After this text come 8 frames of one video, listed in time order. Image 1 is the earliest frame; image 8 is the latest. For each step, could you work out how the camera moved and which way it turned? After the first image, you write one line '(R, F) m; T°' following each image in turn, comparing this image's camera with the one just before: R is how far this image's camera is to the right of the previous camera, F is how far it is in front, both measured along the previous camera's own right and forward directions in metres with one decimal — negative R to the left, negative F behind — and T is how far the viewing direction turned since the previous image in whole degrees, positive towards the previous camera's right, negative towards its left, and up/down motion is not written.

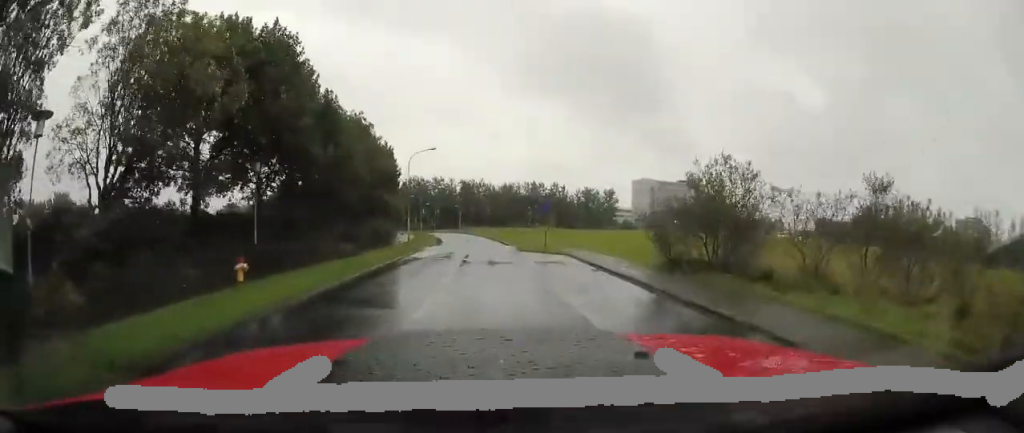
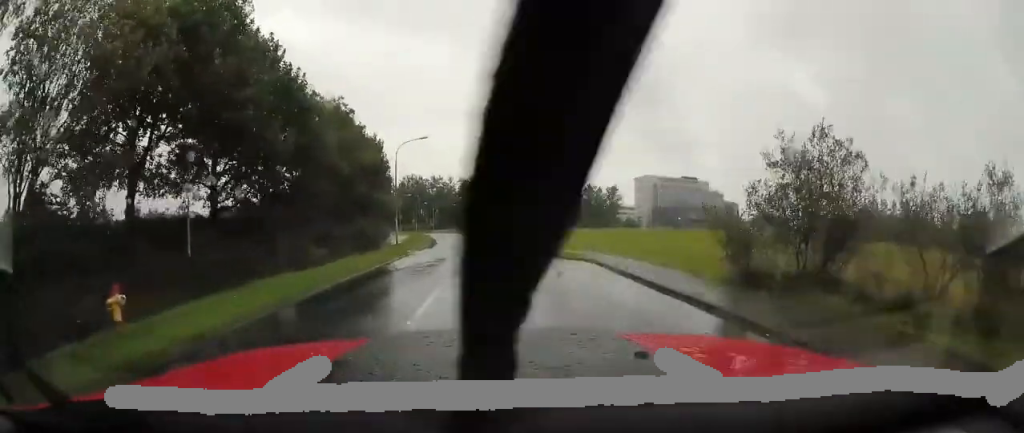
(0.0, +4.9) m; -1°
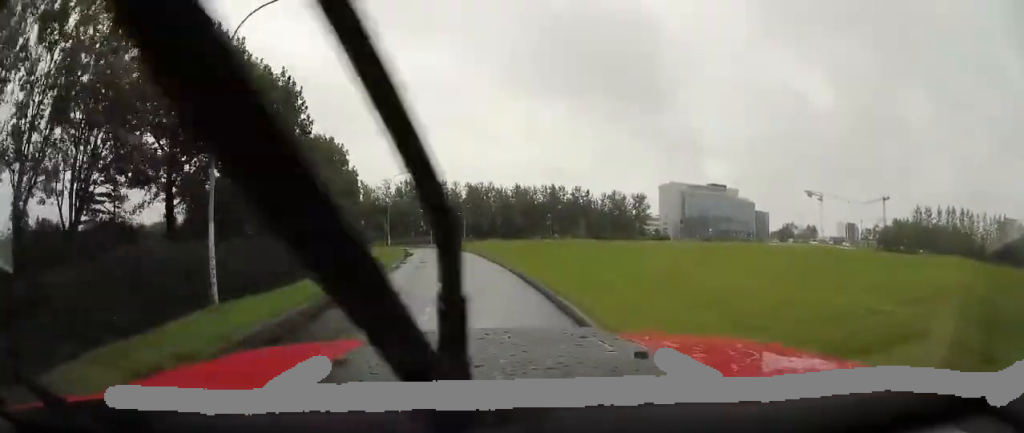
(-0.3, +22.7) m; -1°
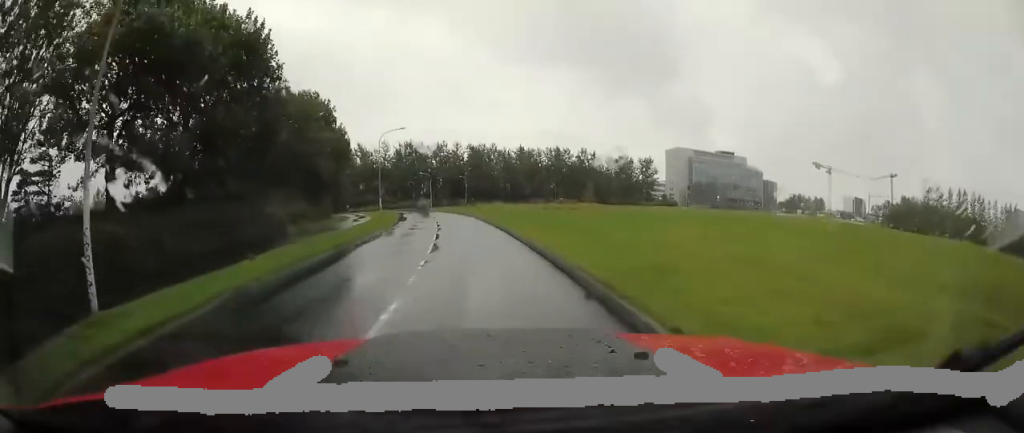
(0.0, +4.3) m; 0°
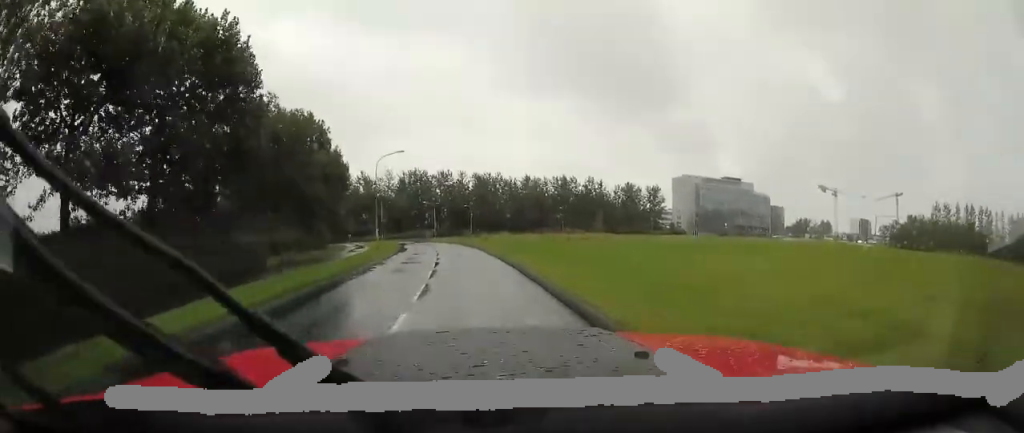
(0.0, +3.0) m; 0°
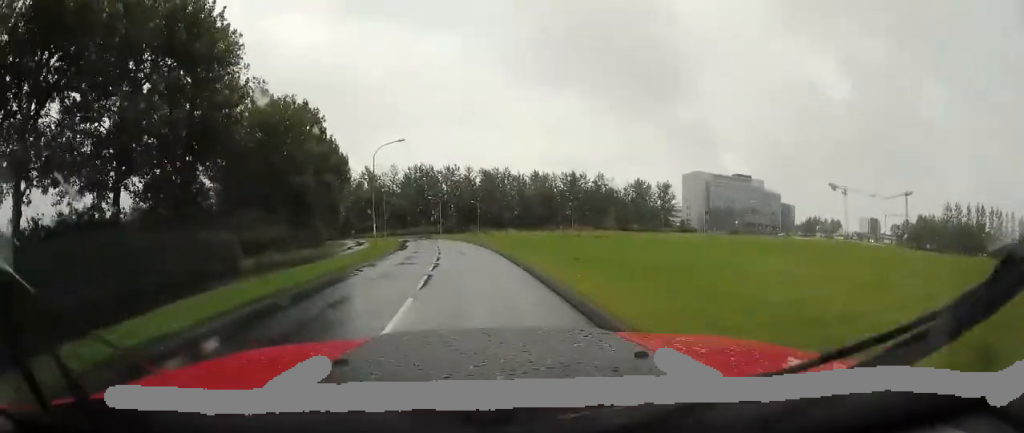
(0.0, +2.8) m; 0°
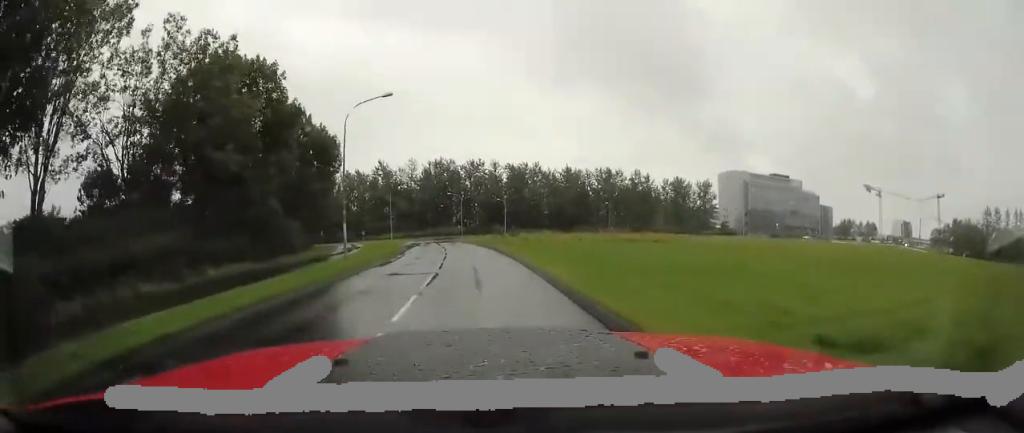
(0.0, +10.3) m; 0°
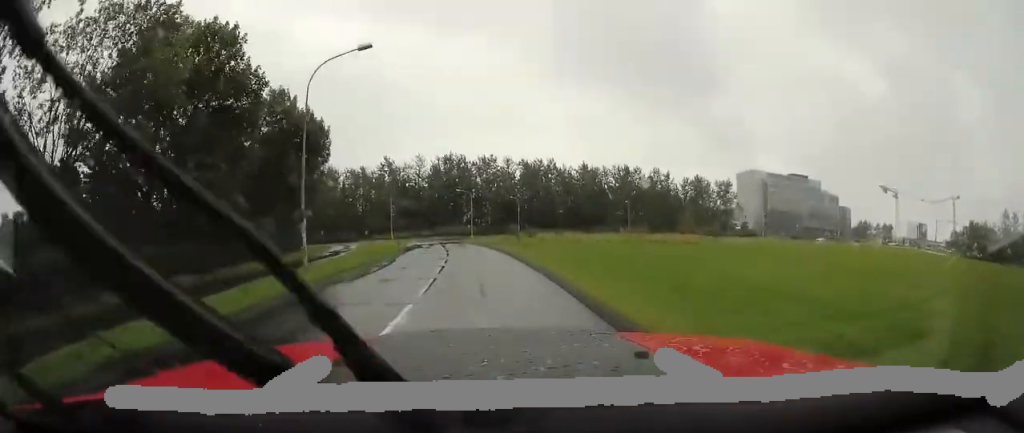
(0.0, +5.1) m; 0°
